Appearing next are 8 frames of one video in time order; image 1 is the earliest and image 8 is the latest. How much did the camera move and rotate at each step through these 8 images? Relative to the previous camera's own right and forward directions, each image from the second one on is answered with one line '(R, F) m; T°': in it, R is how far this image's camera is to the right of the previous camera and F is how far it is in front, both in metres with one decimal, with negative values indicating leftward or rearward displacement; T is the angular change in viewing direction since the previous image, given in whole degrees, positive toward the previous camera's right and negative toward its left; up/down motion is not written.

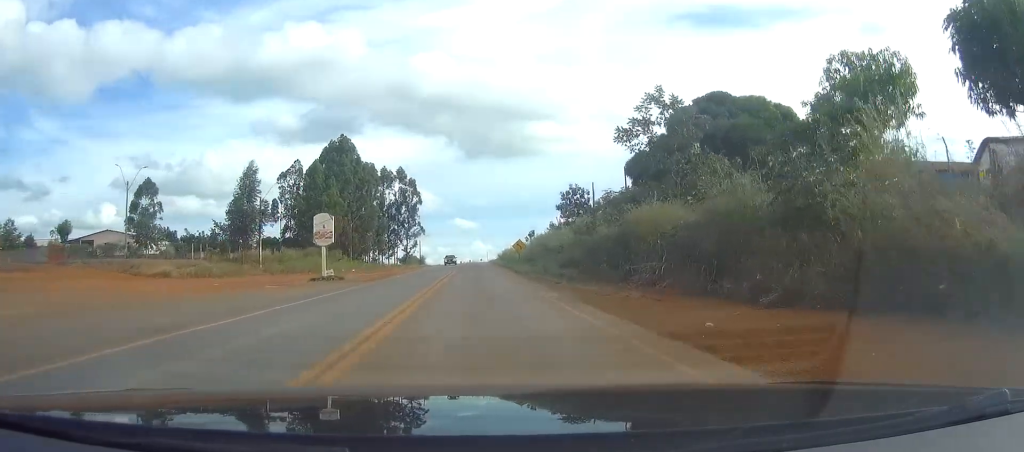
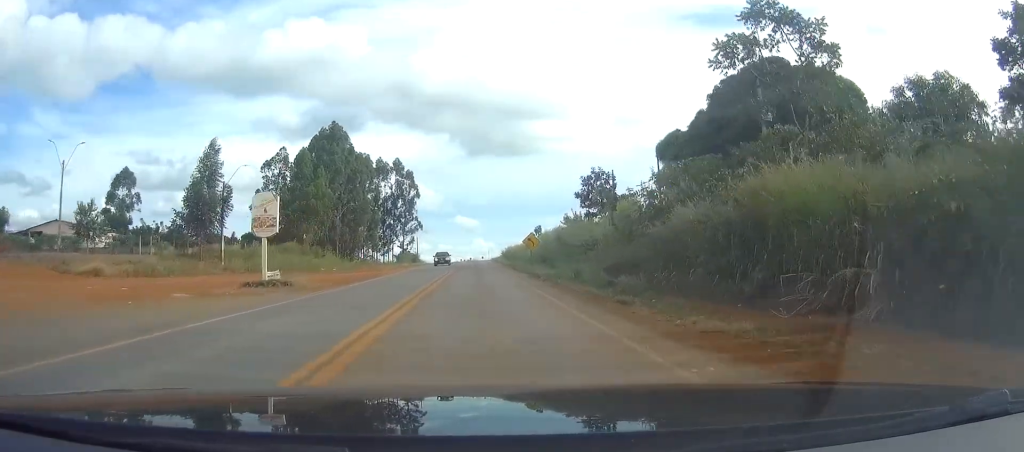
(0.0, +11.9) m; 0°
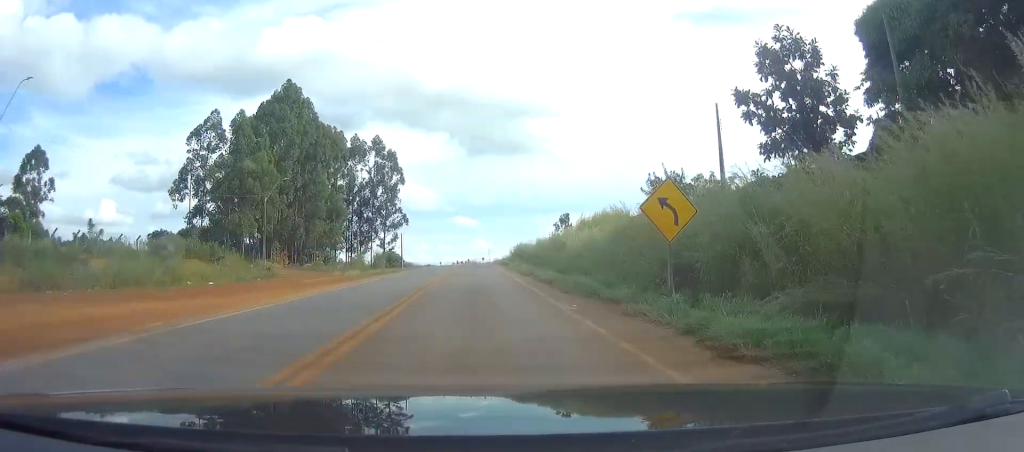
(+0.1, +35.4) m; 0°
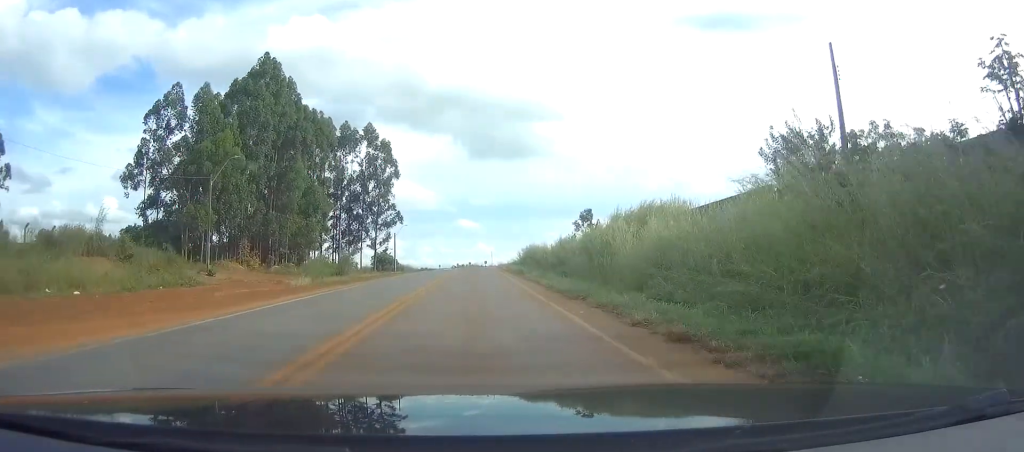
(+0.1, +15.1) m; 0°
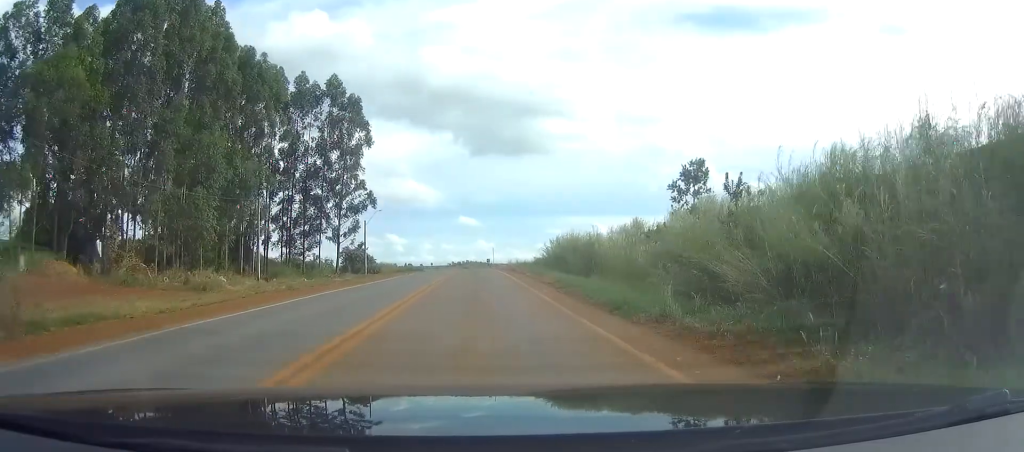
(+0.2, +34.1) m; 0°
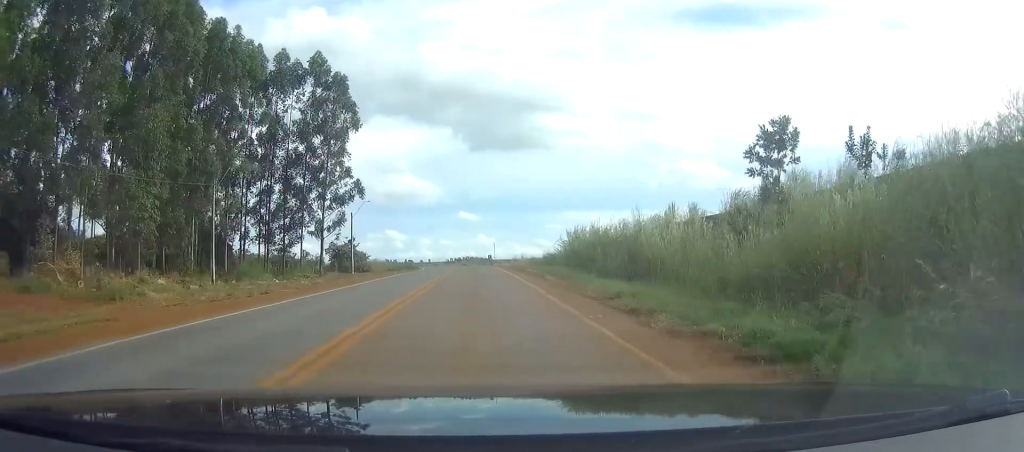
(0.0, +10.3) m; 0°
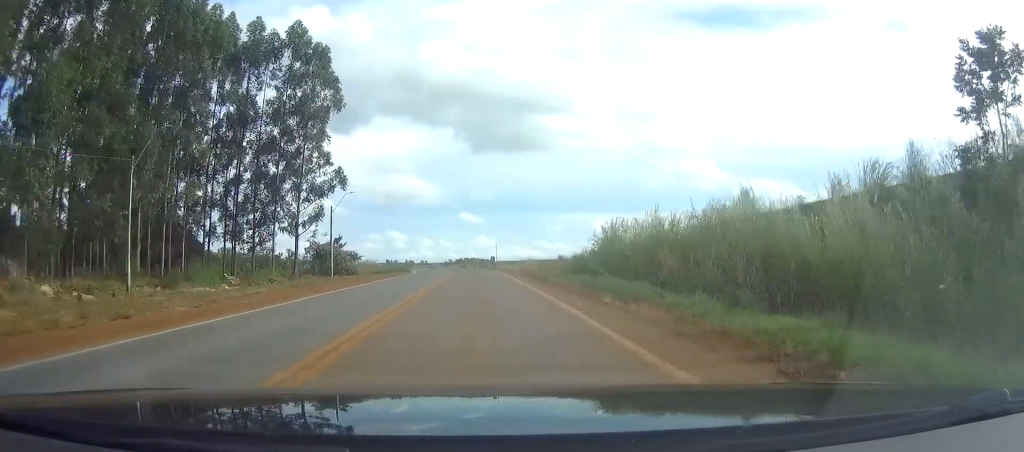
(0.0, +12.6) m; 0°
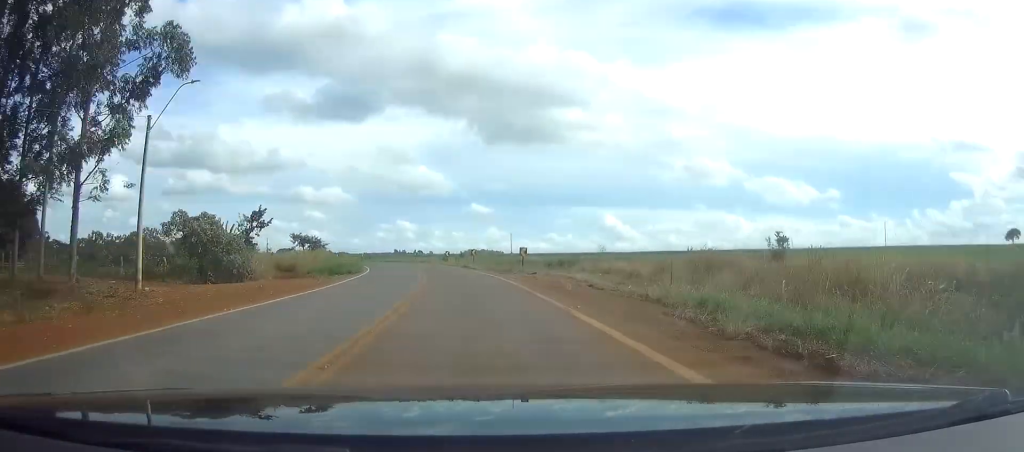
(-0.4, +44.5) m; -1°
